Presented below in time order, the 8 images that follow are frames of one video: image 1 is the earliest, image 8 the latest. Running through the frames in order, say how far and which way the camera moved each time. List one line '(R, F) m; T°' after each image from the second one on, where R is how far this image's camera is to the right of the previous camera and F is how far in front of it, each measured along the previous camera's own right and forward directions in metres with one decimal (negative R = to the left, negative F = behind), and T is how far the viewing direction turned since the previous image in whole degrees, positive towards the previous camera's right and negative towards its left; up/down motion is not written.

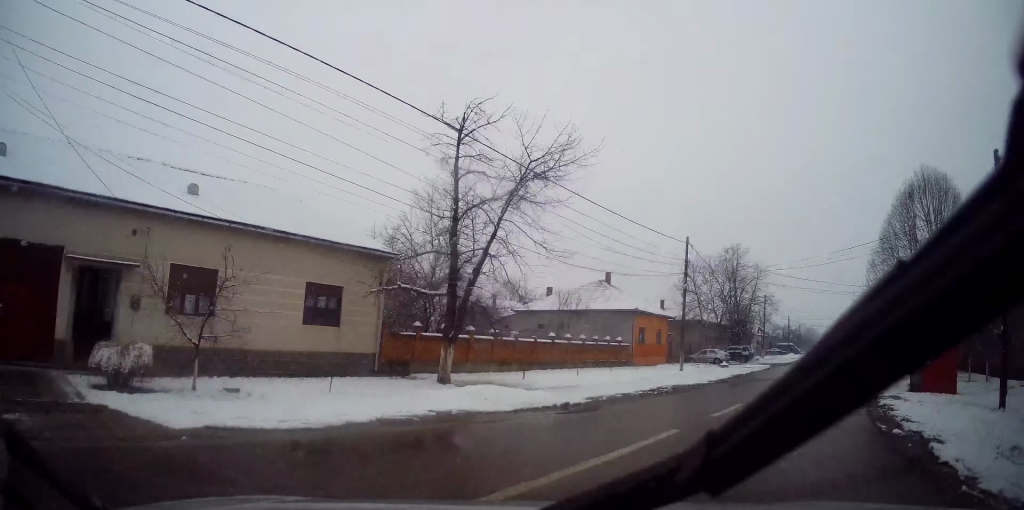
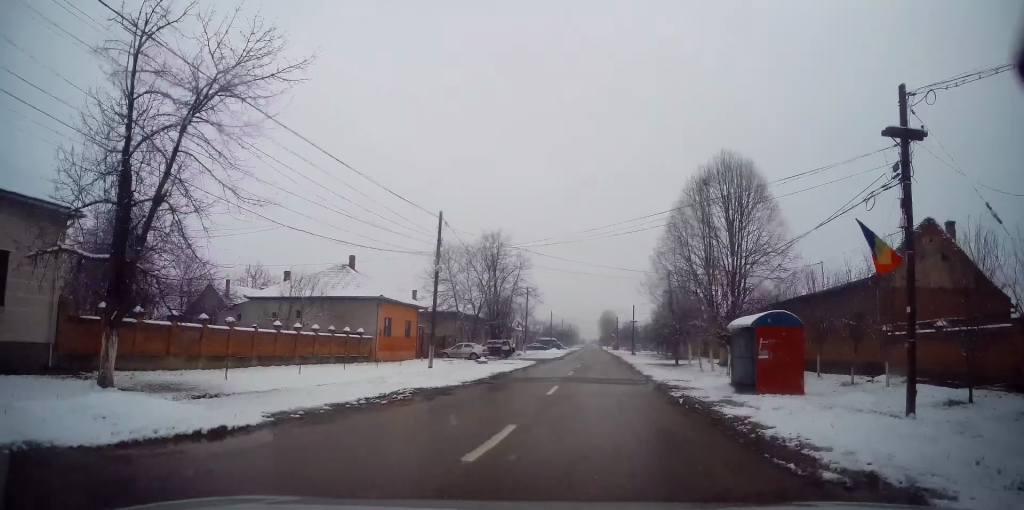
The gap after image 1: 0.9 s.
(+1.0, +5.2) m; +17°
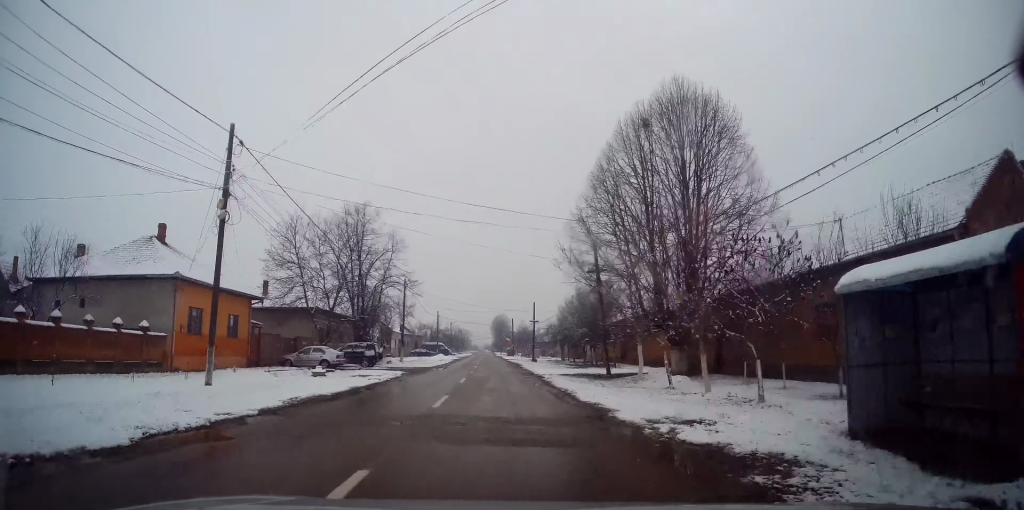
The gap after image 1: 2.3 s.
(+1.9, +10.8) m; +13°
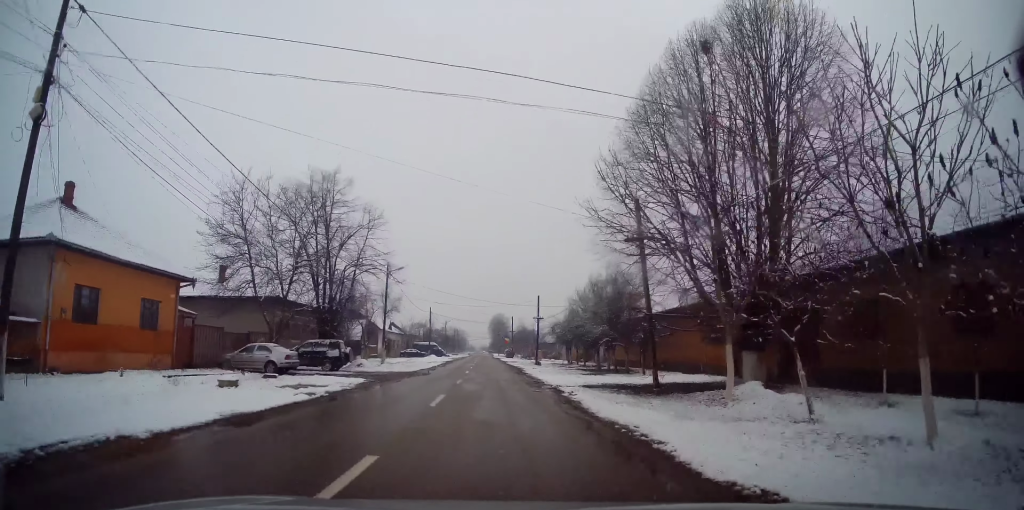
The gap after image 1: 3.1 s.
(+0.1, +7.6) m; -2°
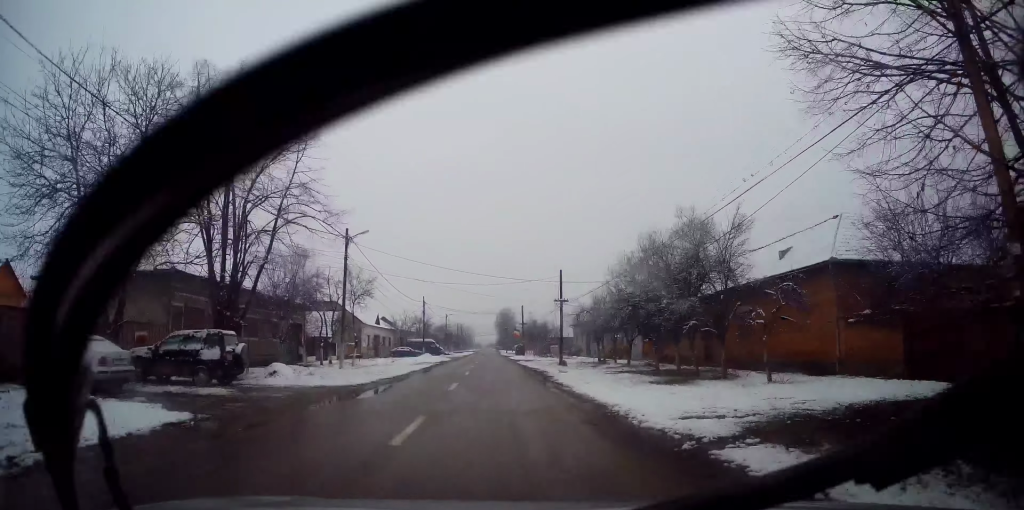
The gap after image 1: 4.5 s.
(-0.7, +13.7) m; -2°
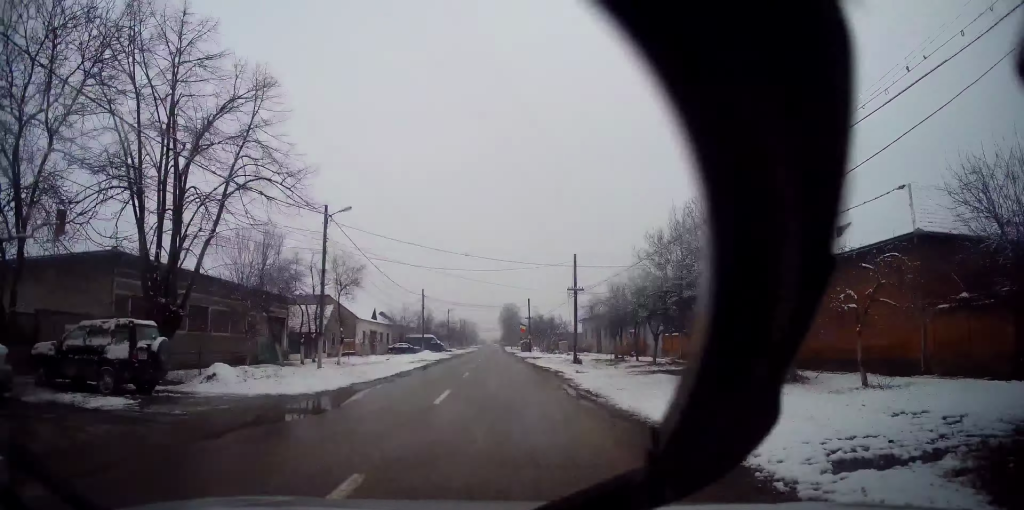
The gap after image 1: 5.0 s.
(-0.1, +4.7) m; +2°
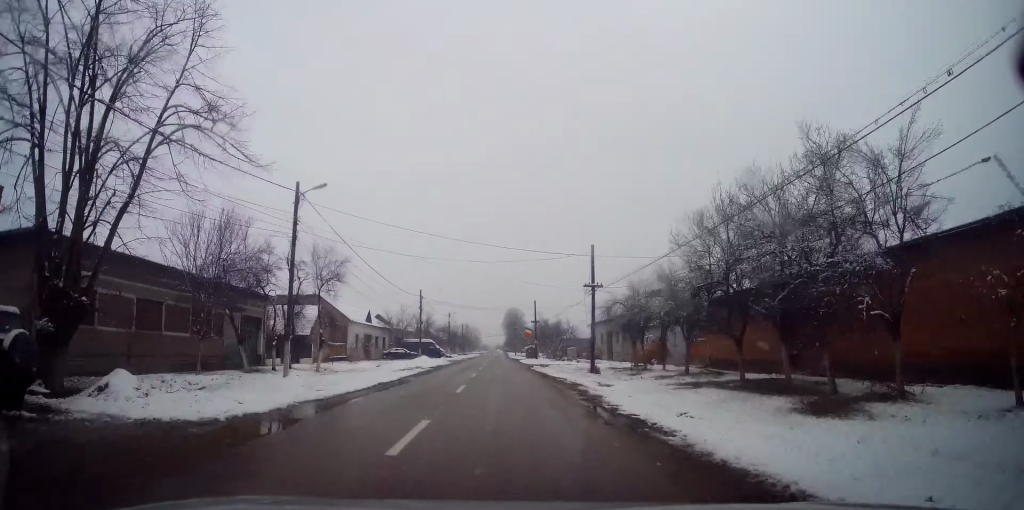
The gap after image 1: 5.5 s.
(+0.1, +4.8) m; +1°
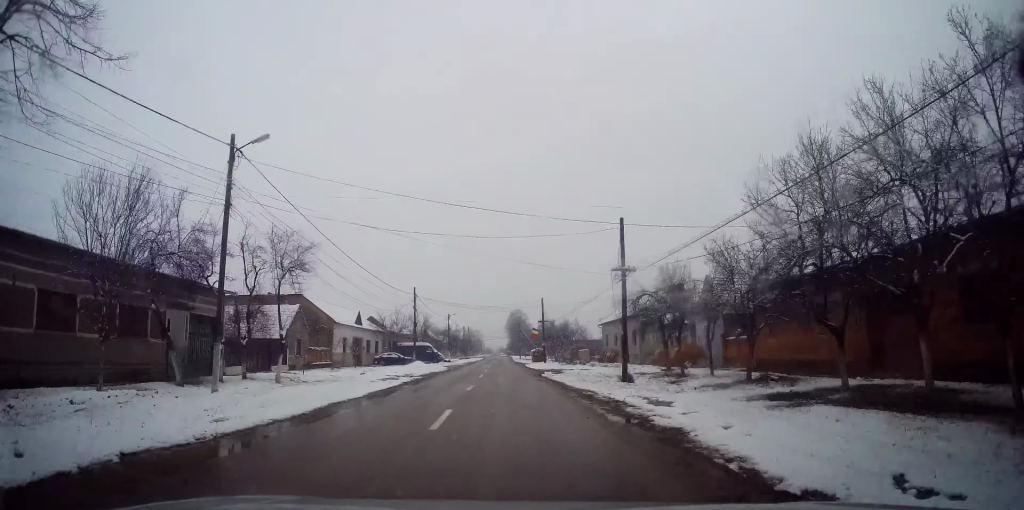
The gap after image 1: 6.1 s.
(+0.4, +6.3) m; 0°
